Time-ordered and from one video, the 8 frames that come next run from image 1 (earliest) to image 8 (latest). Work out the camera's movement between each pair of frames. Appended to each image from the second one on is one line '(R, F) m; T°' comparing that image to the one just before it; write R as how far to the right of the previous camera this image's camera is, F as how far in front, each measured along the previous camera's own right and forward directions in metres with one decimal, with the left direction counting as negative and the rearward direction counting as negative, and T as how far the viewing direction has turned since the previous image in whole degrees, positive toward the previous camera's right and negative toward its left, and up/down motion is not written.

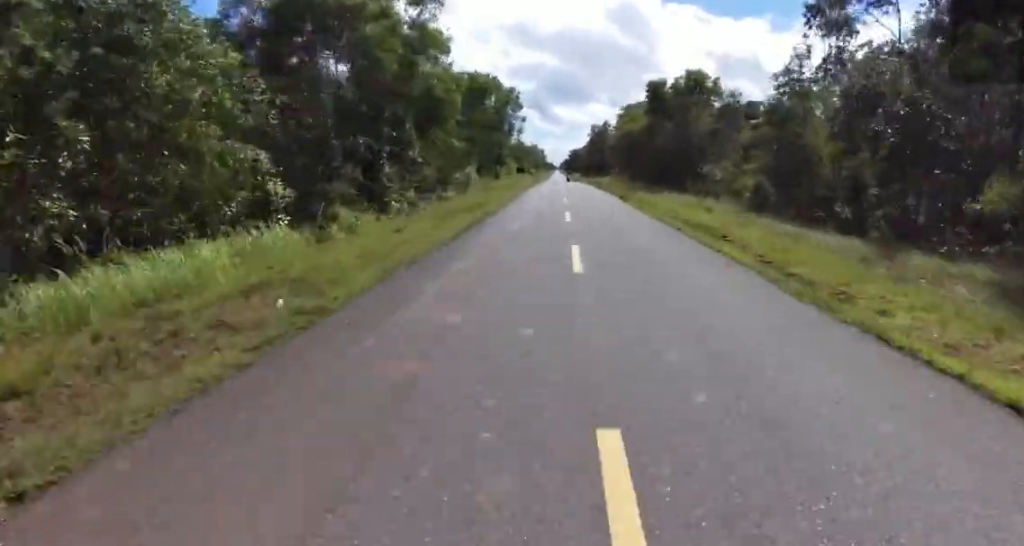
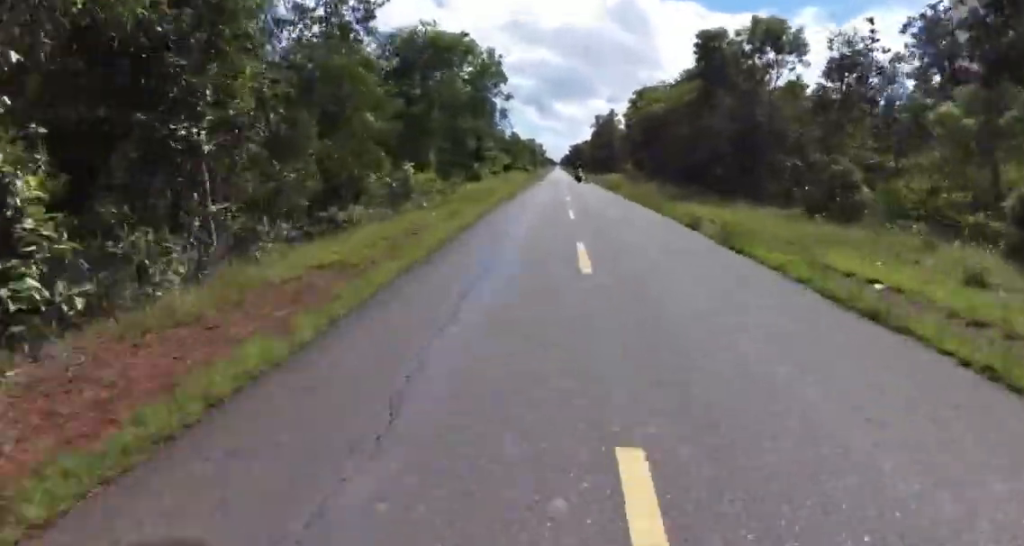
(-0.3, +16.2) m; -1°
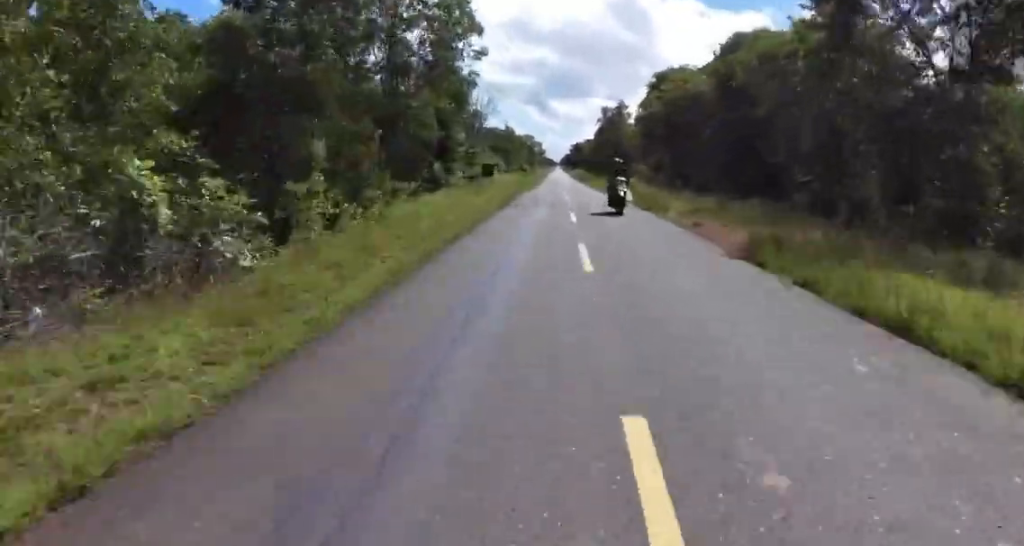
(-0.1, +16.7) m; 0°
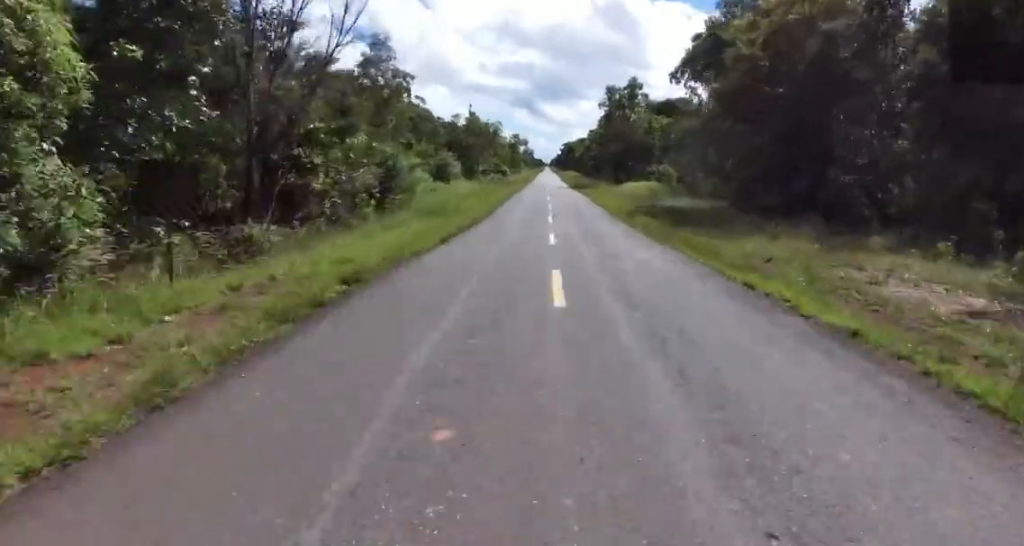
(+0.3, +29.4) m; +1°
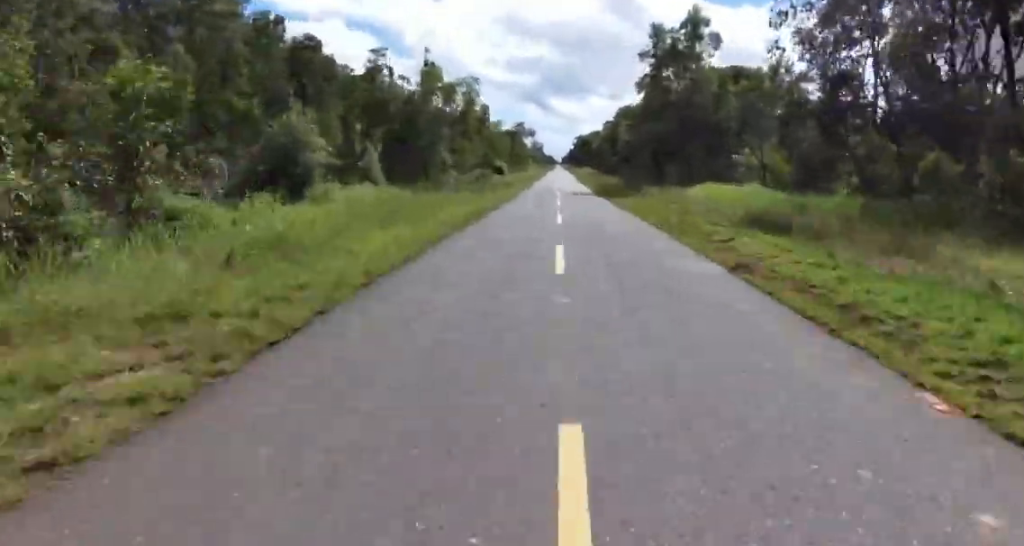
(0.0, +27.4) m; -1°
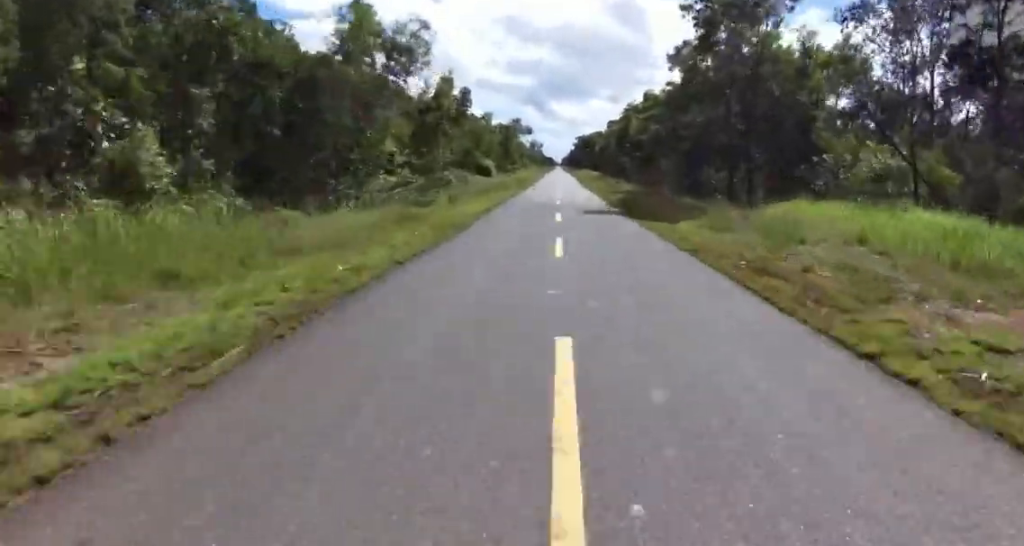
(-0.1, +14.1) m; -1°
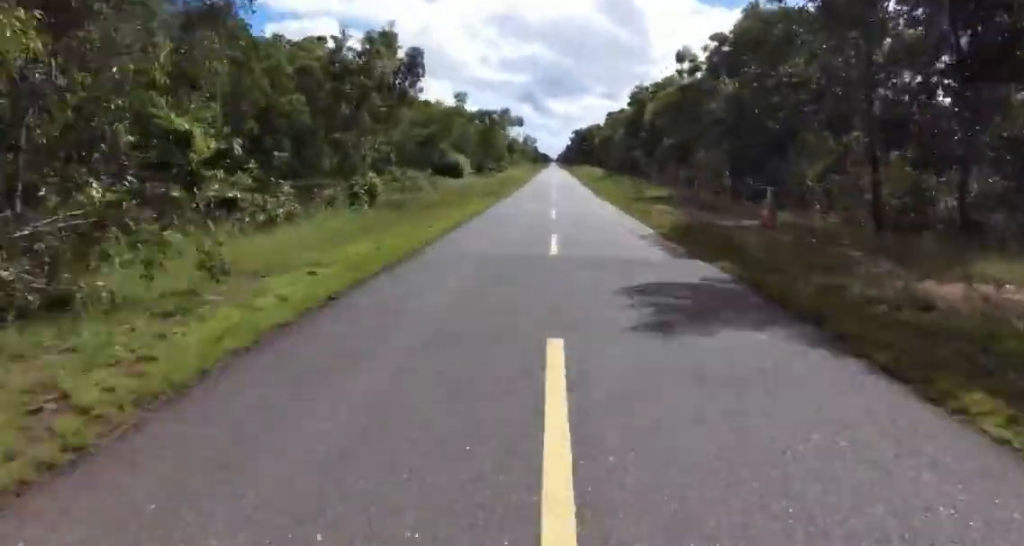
(-0.1, +16.6) m; 0°
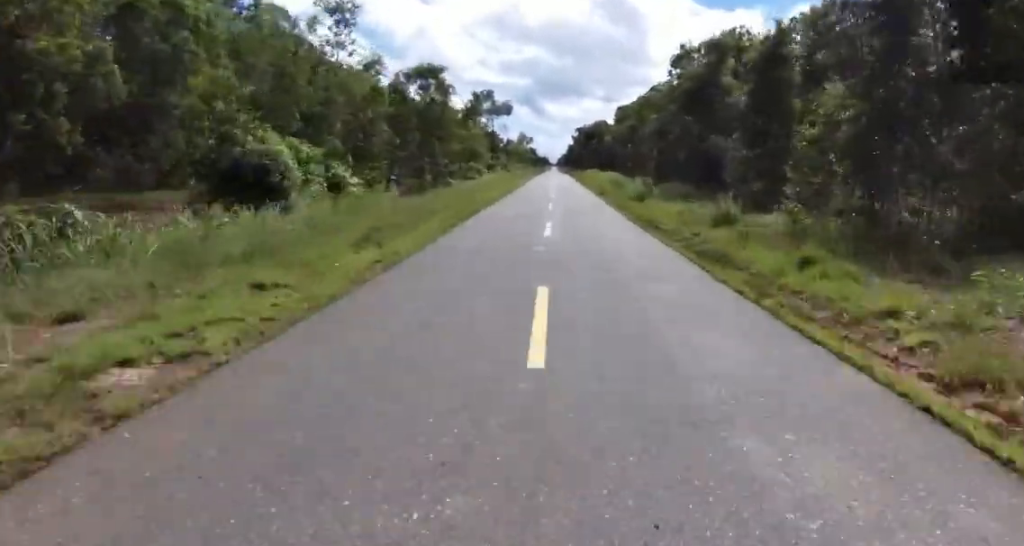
(0.0, +29.8) m; 0°
